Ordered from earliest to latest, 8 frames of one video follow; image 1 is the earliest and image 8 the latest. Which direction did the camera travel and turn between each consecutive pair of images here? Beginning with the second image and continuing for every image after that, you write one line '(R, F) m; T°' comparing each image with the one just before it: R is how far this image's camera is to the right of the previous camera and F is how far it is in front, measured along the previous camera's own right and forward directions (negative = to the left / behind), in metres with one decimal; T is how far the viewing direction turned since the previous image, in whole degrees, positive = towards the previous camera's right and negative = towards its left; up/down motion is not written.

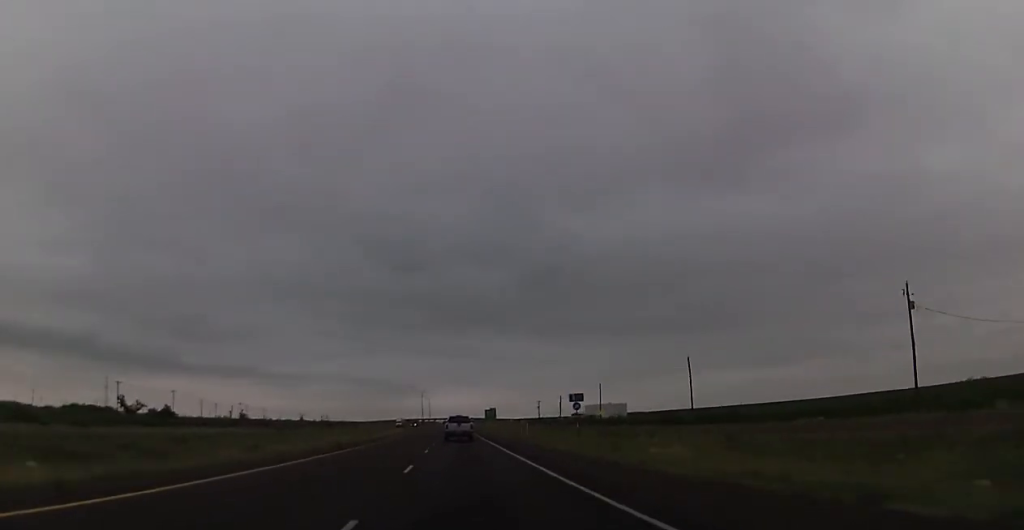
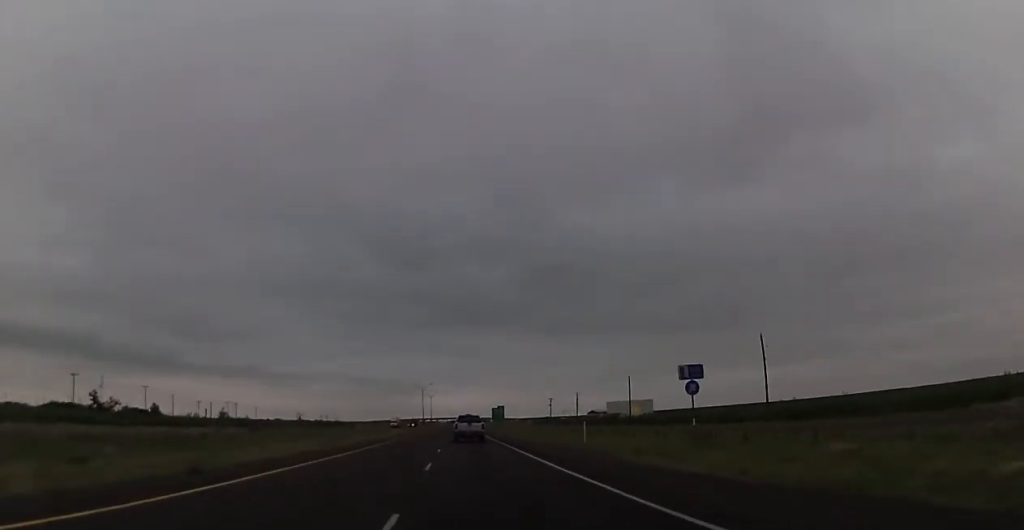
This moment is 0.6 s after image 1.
(0.0, +23.3) m; 0°
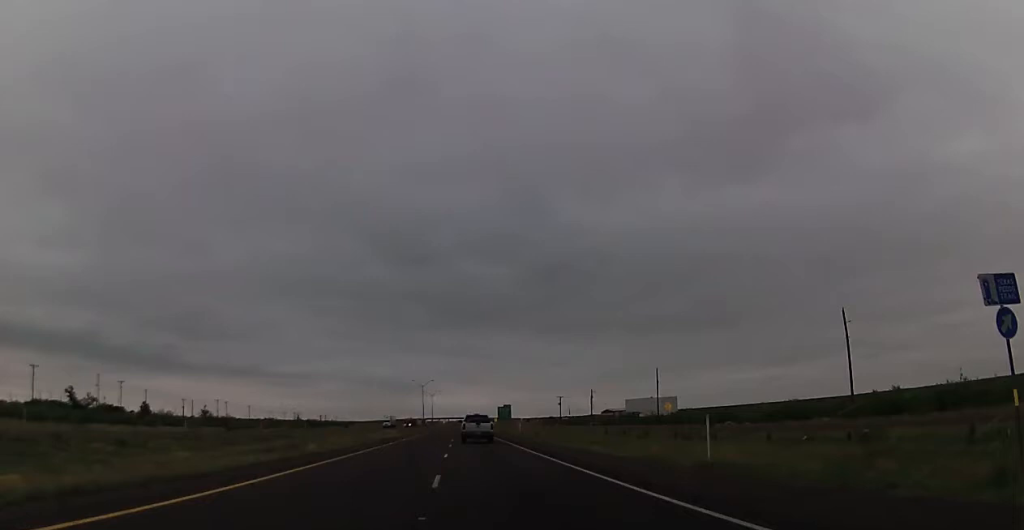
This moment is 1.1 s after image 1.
(+0.2, +17.2) m; 0°
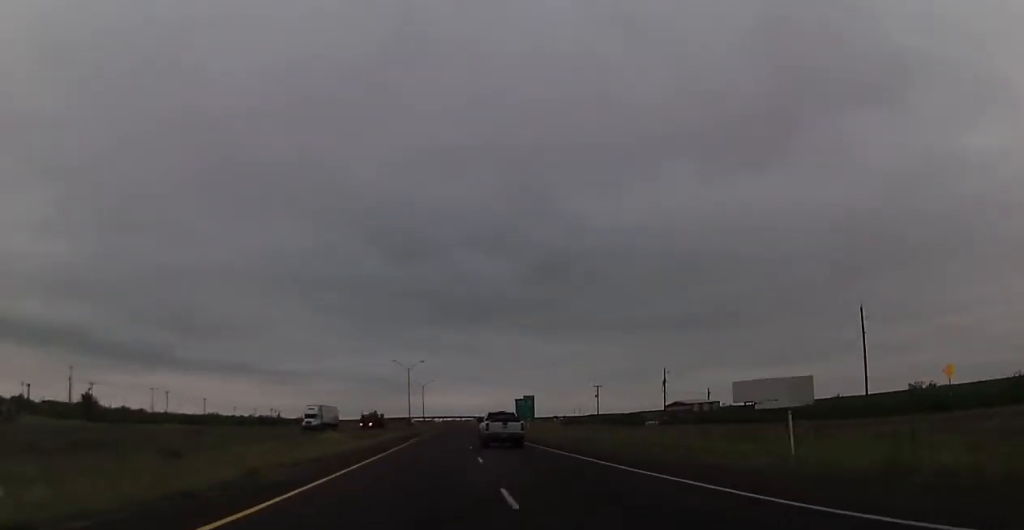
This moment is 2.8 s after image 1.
(-0.5, +63.8) m; 0°
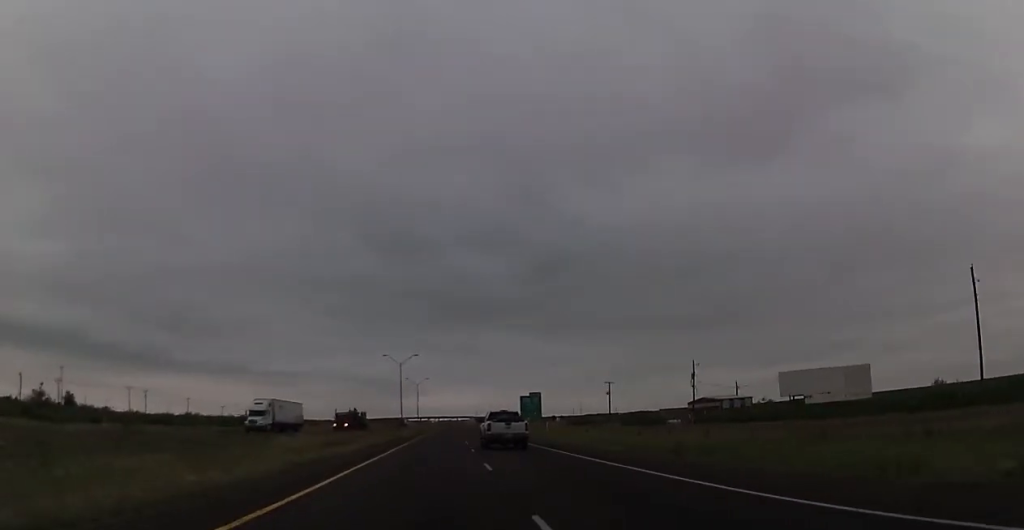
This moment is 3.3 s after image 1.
(+0.1, +16.0) m; 0°
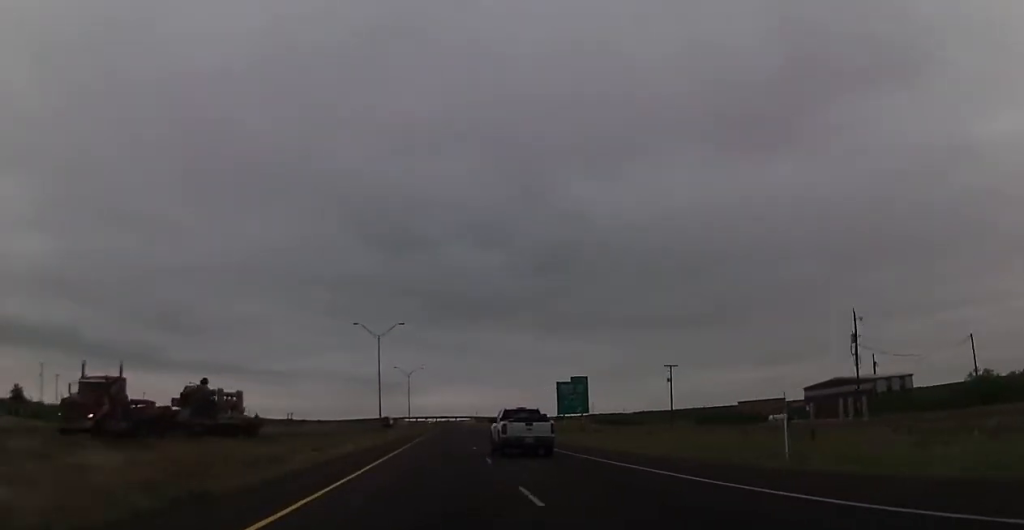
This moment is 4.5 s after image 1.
(-0.1, +44.2) m; 0°
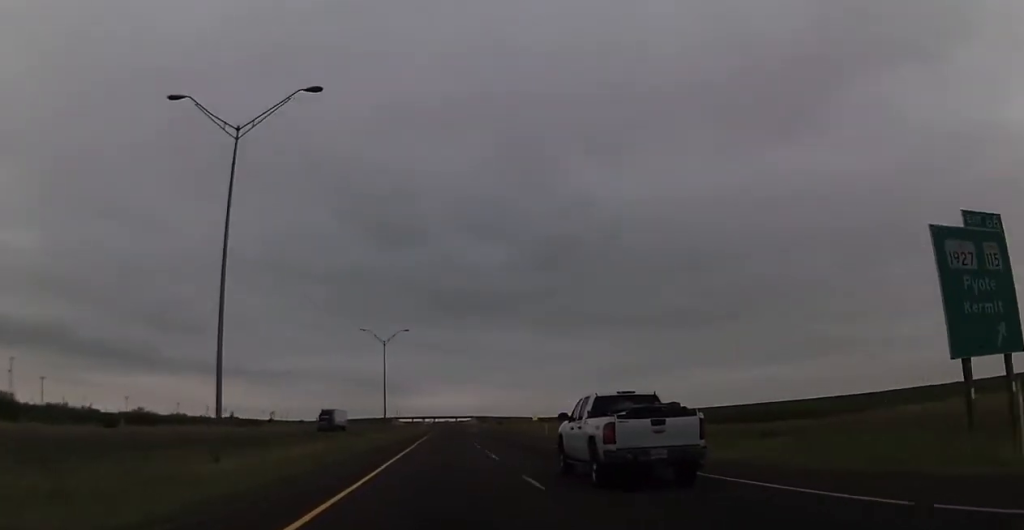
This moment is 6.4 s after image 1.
(+0.6, +69.8) m; +1°
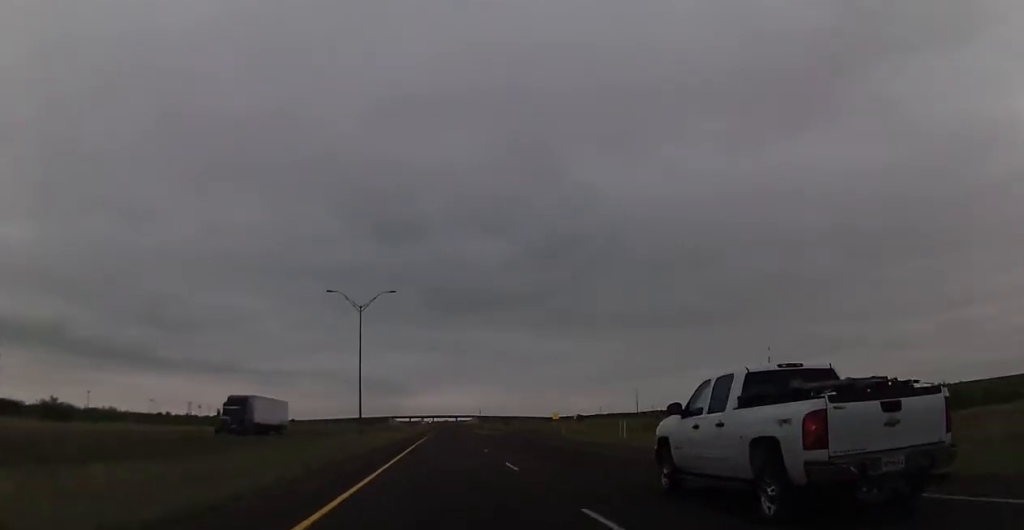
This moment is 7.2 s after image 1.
(0.0, +30.6) m; 0°
